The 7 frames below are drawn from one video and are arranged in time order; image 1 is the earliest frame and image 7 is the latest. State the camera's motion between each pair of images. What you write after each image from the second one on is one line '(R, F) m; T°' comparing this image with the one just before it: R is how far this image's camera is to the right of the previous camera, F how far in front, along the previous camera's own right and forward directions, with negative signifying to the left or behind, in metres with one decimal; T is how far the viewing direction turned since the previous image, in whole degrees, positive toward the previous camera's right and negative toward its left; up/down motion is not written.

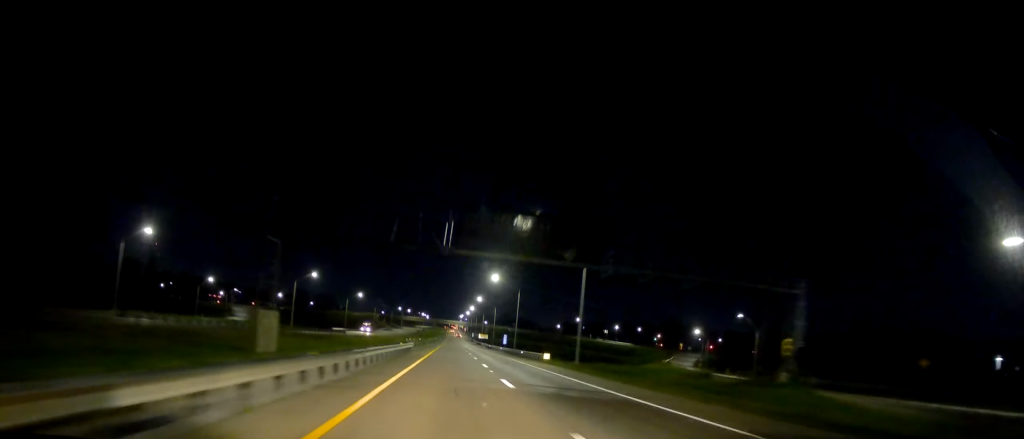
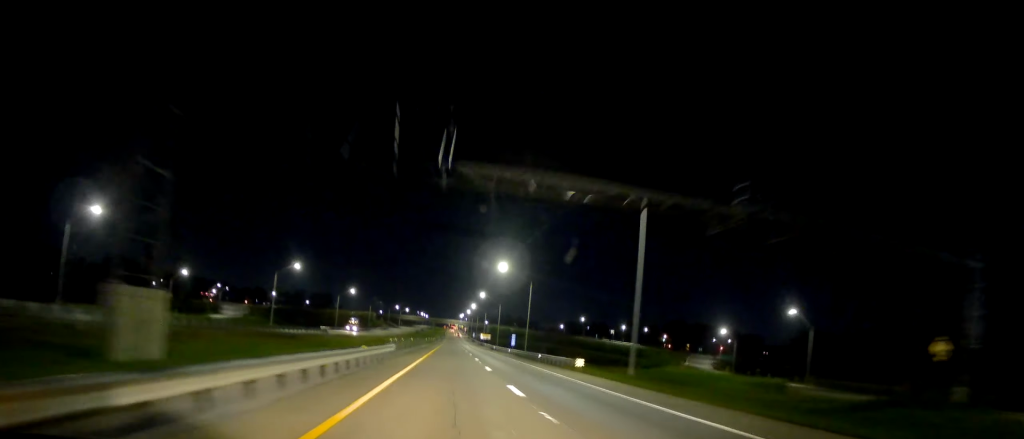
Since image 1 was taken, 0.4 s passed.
(+0.2, +14.9) m; 0°
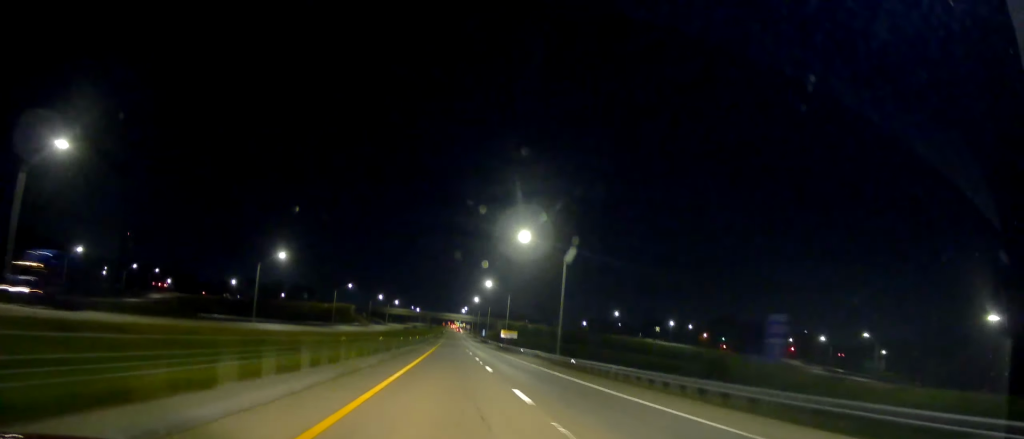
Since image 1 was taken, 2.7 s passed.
(-0.8, +77.0) m; -1°
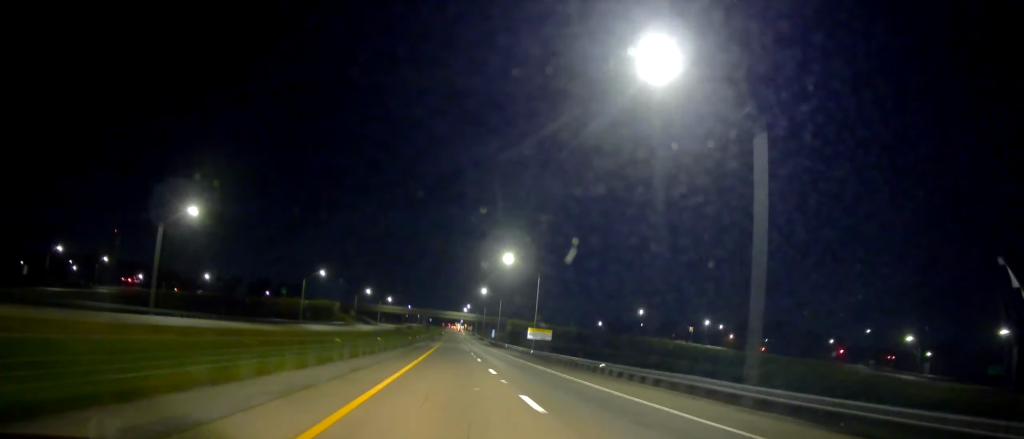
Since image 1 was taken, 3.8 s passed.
(+0.1, +39.8) m; +1°
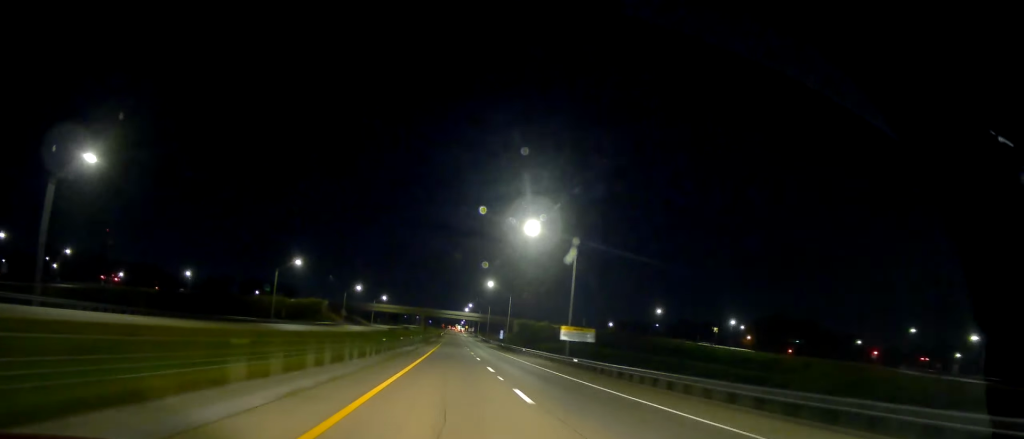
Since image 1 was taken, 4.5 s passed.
(+0.3, +22.6) m; 0°
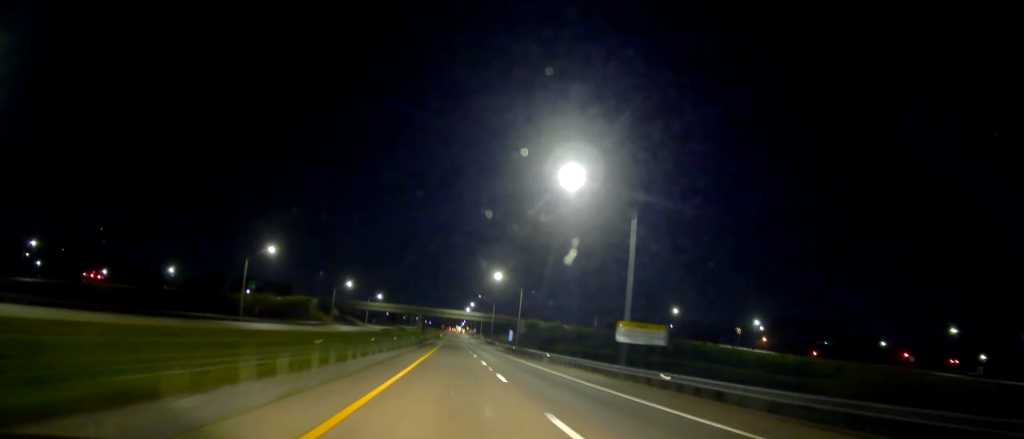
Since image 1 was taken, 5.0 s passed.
(0.0, +18.0) m; 0°
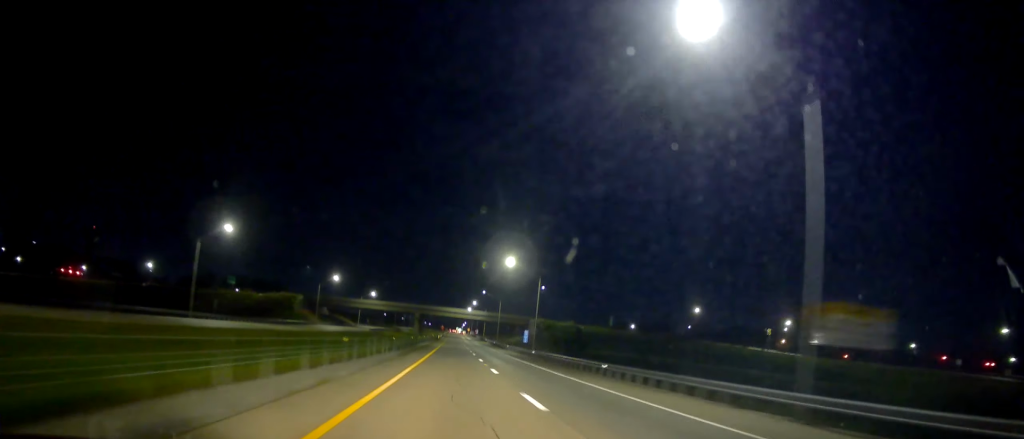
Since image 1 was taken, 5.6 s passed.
(-0.5, +20.0) m; 0°
